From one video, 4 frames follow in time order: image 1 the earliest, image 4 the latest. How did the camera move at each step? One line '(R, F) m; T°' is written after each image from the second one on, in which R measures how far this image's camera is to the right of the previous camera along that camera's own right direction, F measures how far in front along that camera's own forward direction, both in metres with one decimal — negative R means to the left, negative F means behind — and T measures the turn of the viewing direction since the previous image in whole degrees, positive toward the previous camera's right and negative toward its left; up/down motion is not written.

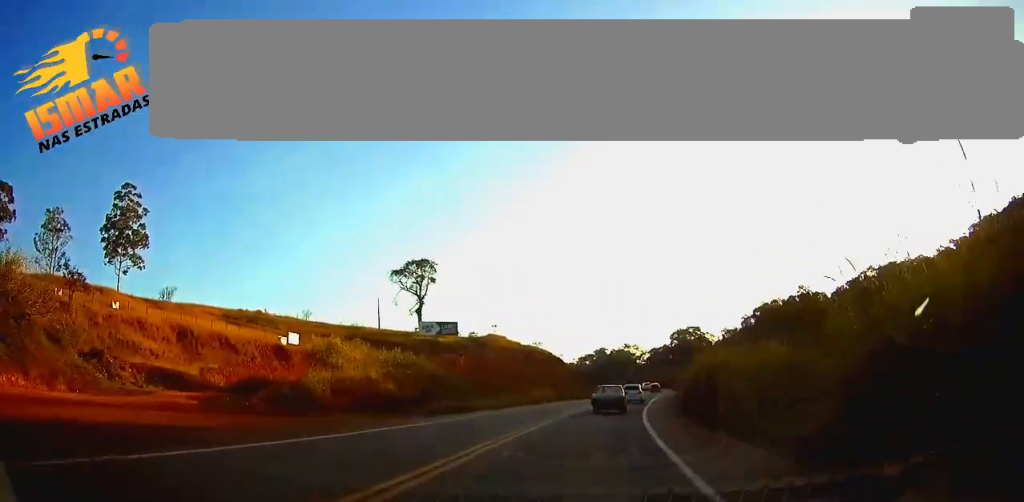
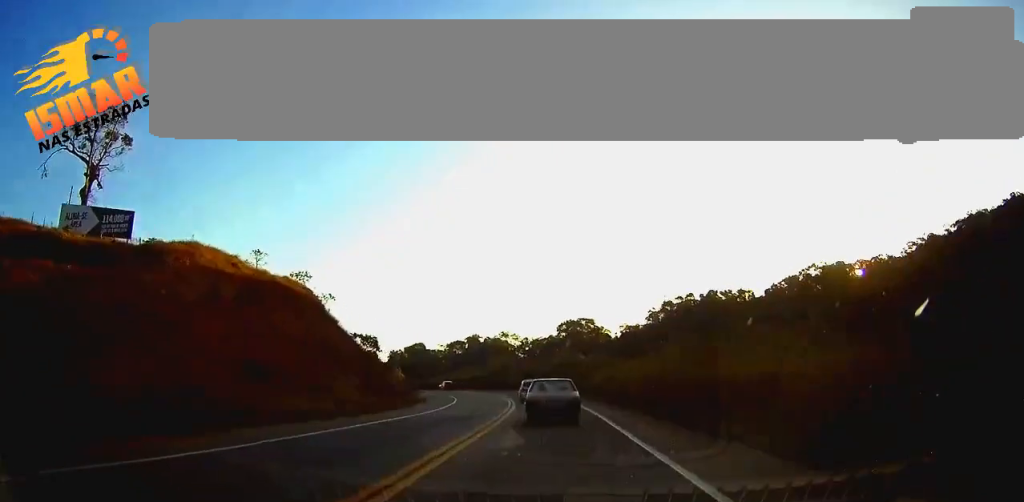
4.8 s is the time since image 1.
(+11.3, +84.8) m; +9°
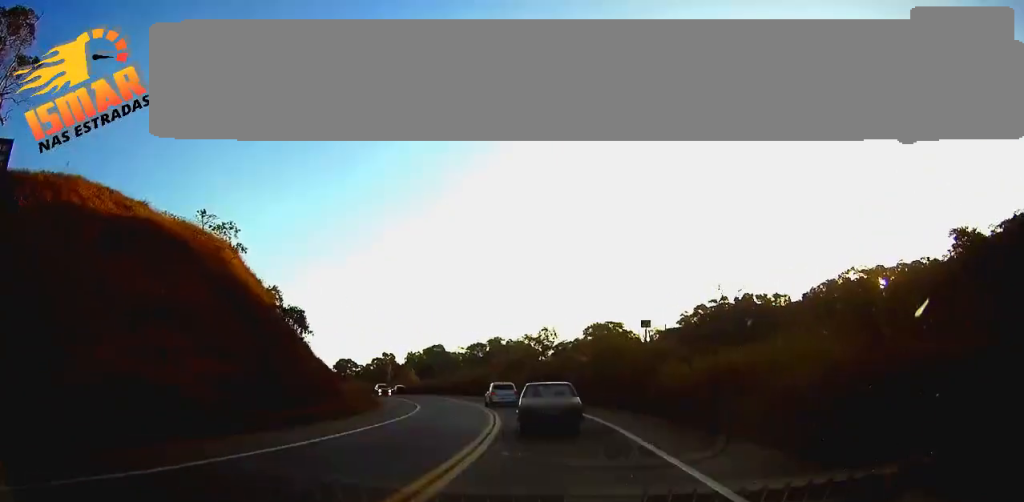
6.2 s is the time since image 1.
(-0.5, +24.4) m; -3°
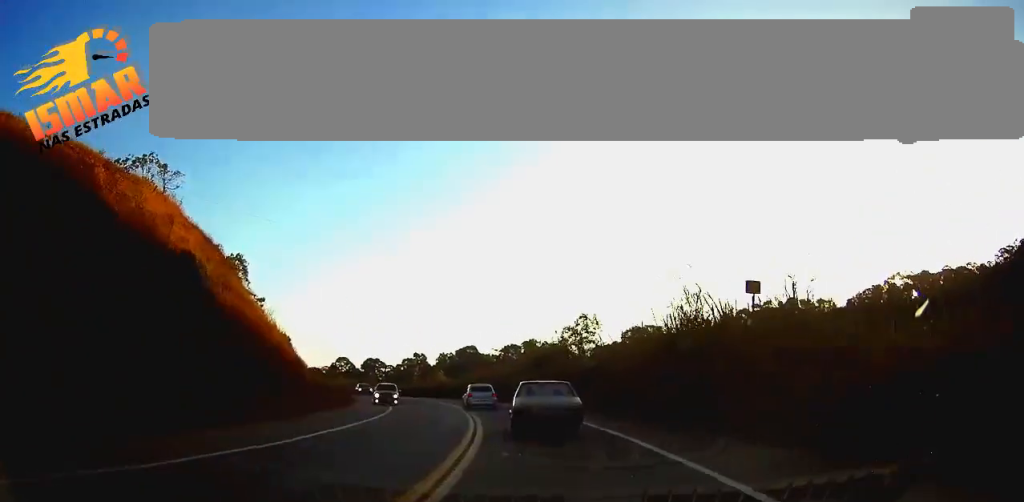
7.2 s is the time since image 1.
(-0.5, +16.9) m; -4°
